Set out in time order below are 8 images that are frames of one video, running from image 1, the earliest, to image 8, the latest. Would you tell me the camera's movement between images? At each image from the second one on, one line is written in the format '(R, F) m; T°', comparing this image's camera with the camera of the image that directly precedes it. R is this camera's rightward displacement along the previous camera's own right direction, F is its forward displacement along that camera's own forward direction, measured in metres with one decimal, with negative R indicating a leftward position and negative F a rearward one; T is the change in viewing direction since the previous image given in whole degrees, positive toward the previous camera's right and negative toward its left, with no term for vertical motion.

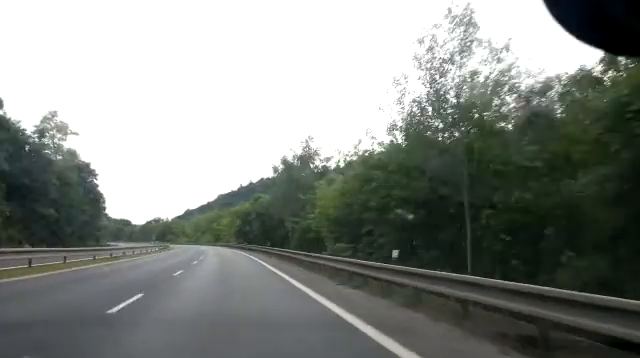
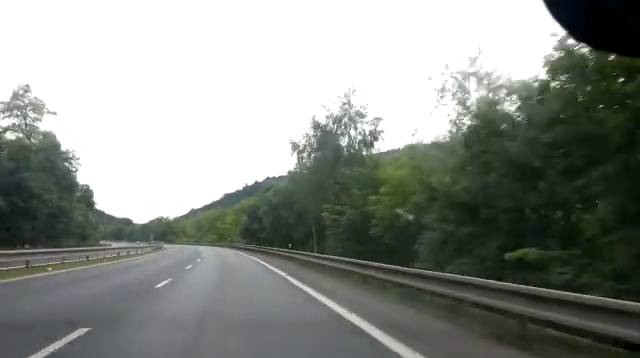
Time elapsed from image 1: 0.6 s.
(0.0, +13.6) m; 0°
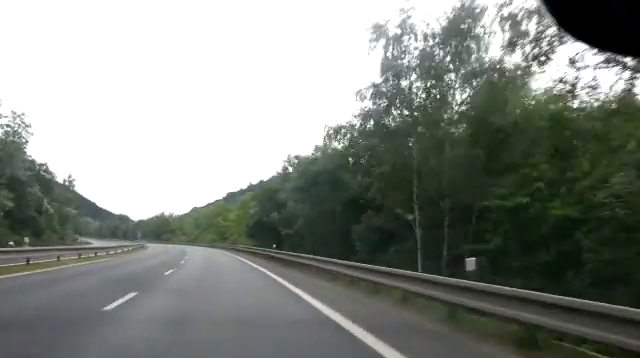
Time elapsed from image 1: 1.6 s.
(0.0, +22.6) m; 0°
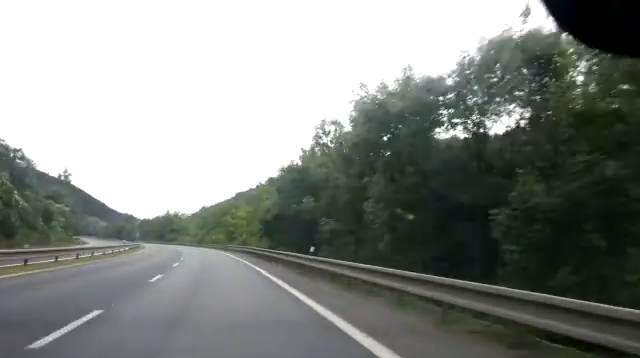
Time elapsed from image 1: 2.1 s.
(0.0, +12.0) m; 0°
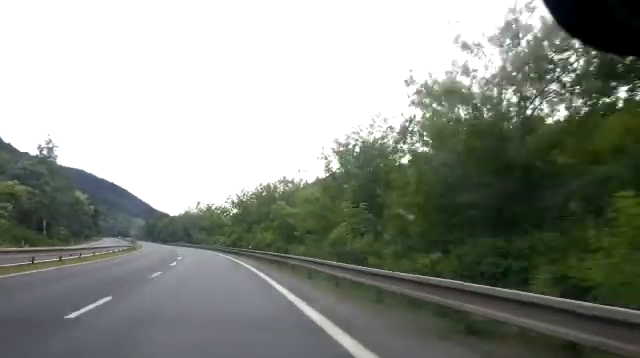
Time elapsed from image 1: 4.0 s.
(-0.4, +43.2) m; -1°
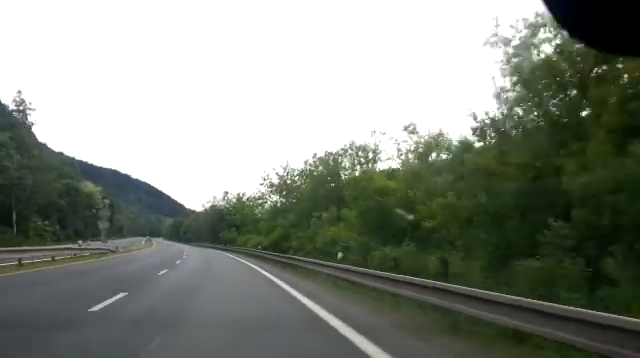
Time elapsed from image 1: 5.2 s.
(-0.3, +26.7) m; -3°
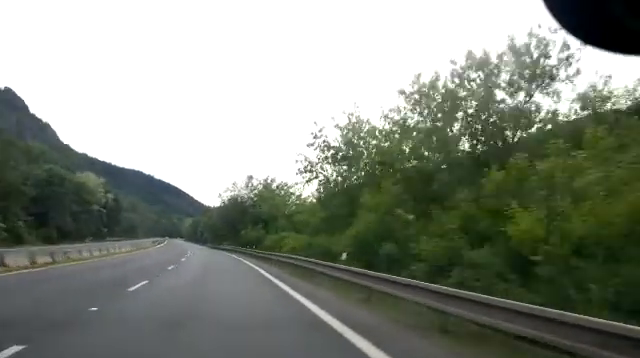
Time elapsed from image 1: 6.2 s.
(-0.8, +24.0) m; -4°
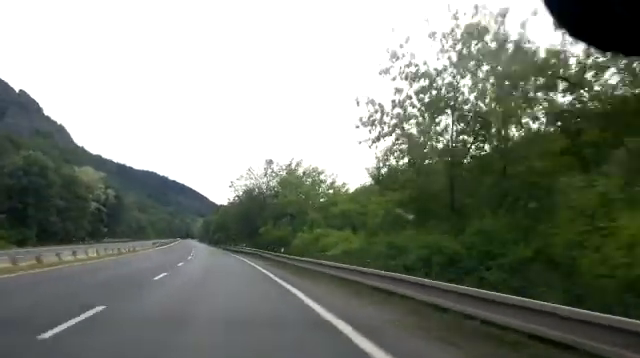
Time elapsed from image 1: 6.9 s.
(-0.2, +15.0) m; -3°
